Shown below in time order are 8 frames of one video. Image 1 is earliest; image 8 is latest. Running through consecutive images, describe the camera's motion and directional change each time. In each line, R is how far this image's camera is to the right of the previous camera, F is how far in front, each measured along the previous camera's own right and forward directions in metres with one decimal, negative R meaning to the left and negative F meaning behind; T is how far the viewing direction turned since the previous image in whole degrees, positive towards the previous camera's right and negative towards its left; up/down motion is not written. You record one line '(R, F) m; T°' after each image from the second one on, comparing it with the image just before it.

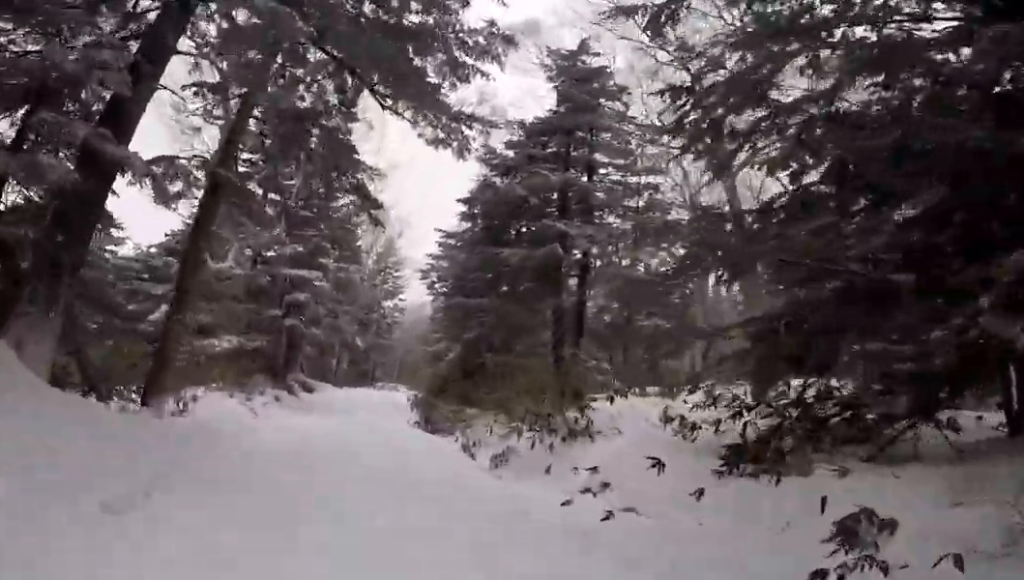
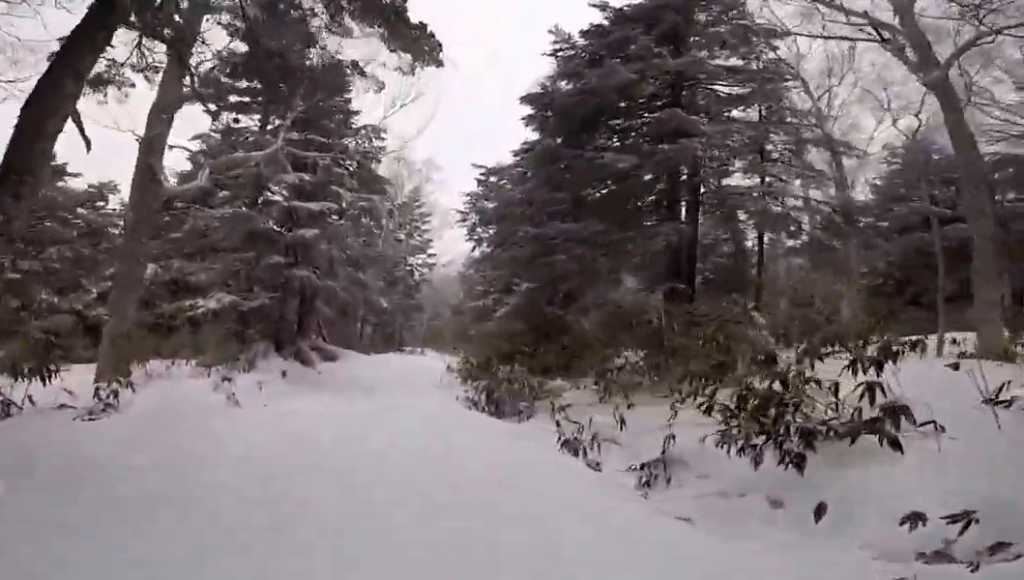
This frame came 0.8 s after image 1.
(0.0, +4.8) m; 0°
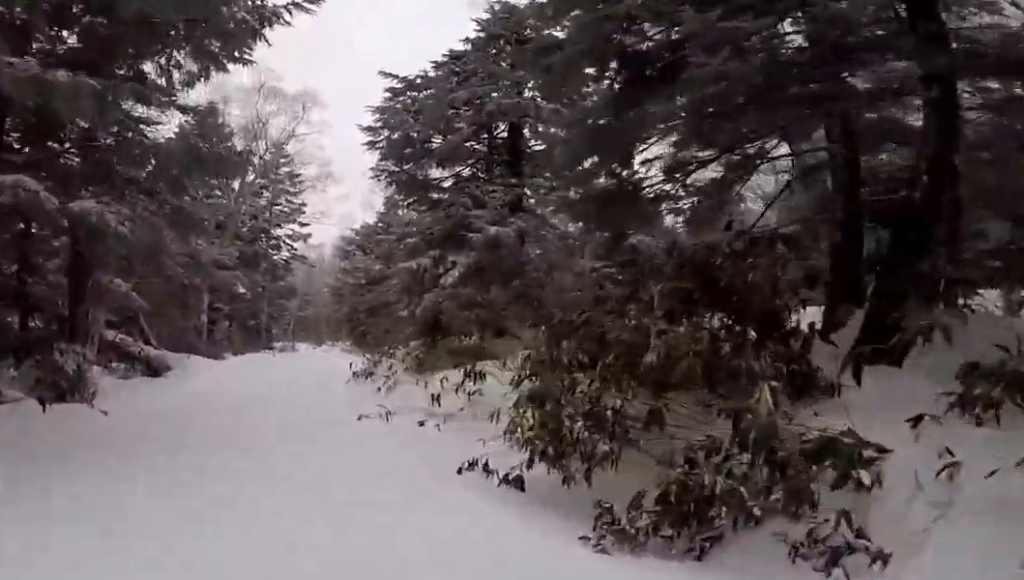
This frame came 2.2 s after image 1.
(0.0, +9.2) m; -1°
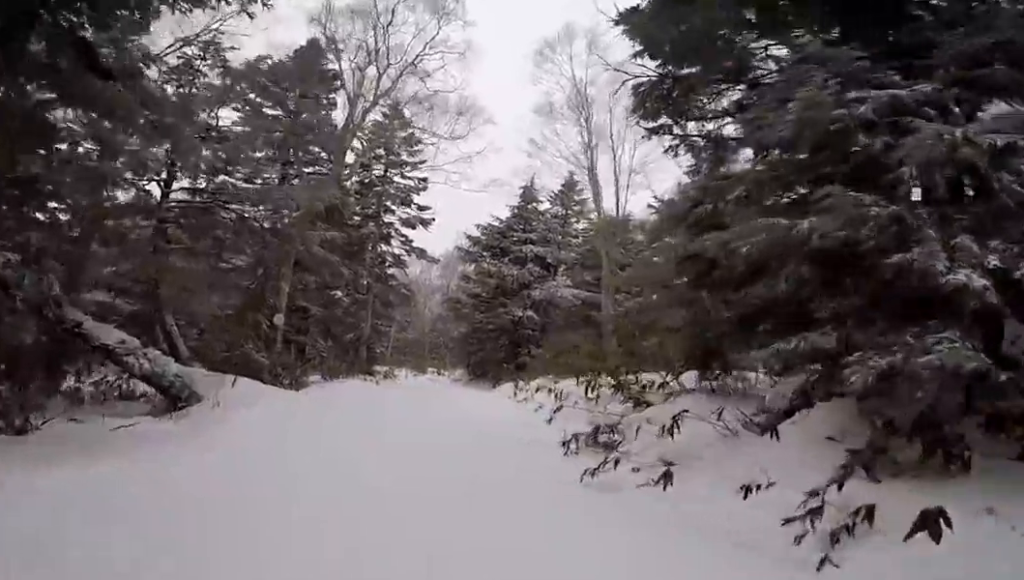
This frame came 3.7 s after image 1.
(-0.3, +9.4) m; -2°
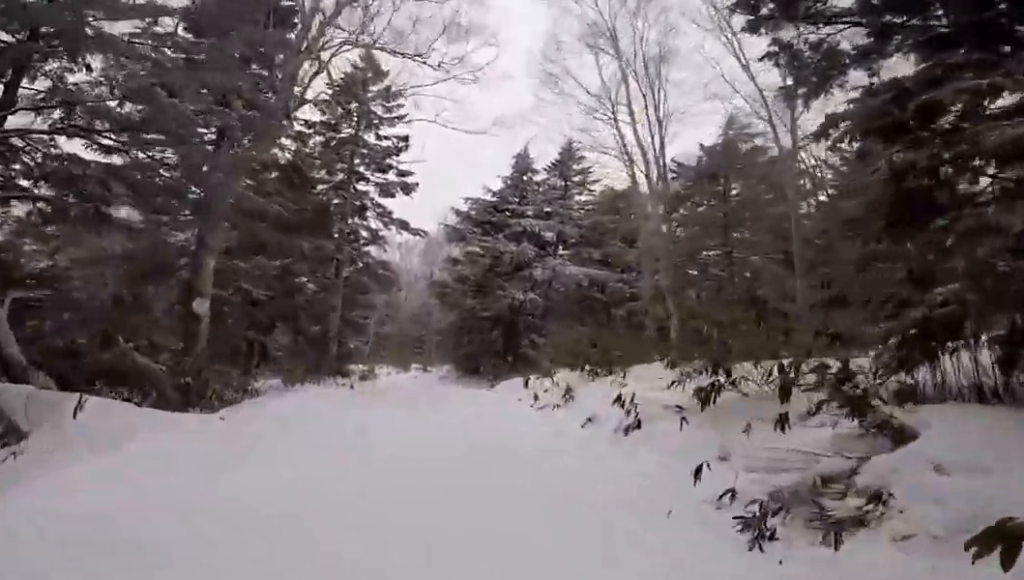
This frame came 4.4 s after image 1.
(+0.1, +4.1) m; +7°
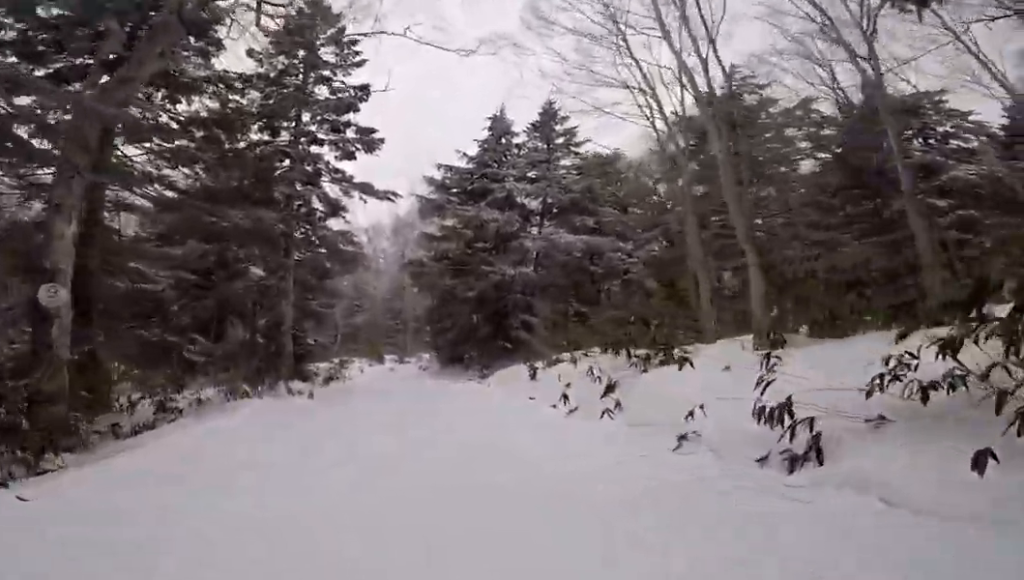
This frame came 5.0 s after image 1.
(+0.2, +3.5) m; +4°
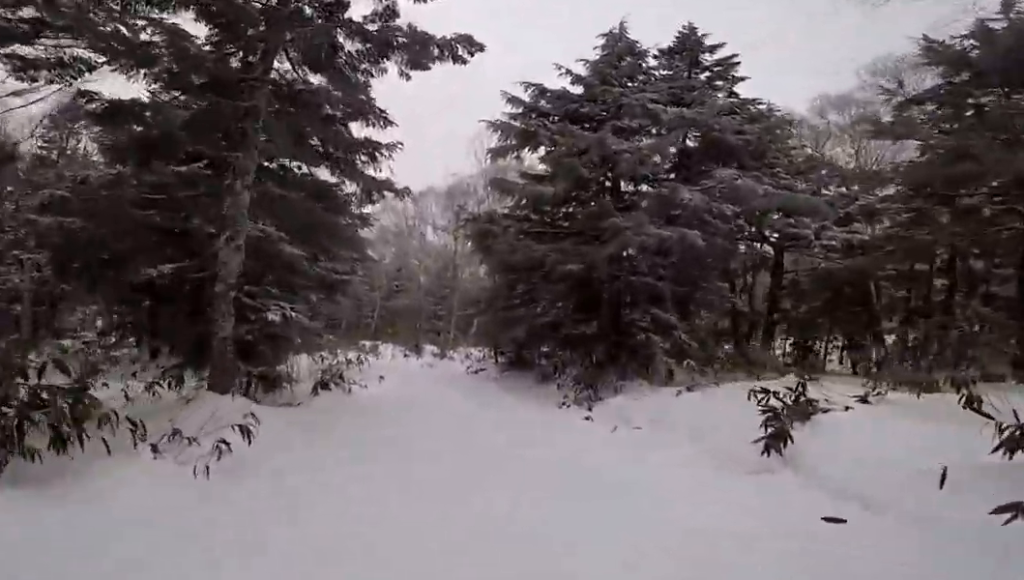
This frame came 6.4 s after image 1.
(+0.1, +7.9) m; +3°
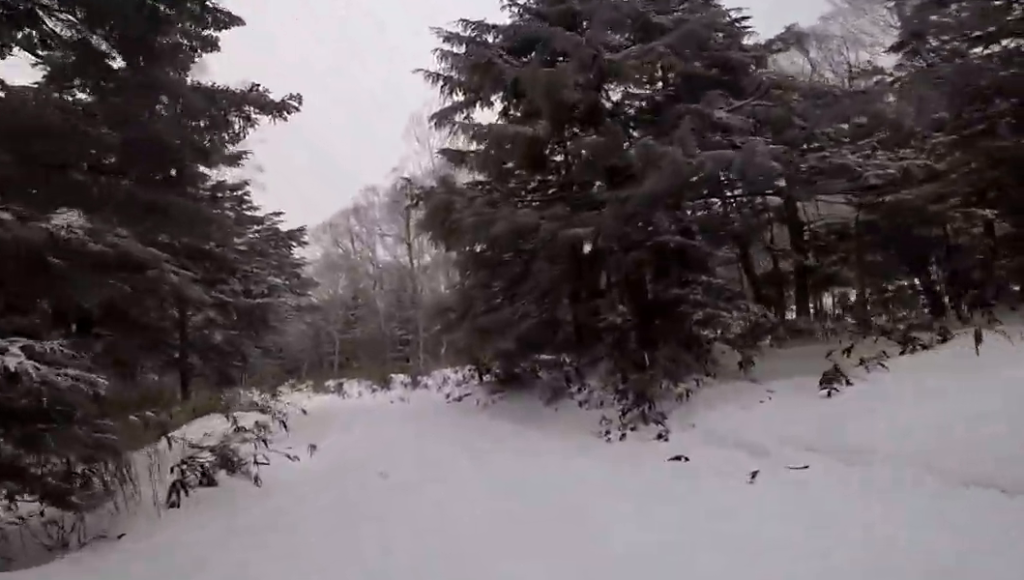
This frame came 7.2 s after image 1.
(+0.2, +4.6) m; +1°
